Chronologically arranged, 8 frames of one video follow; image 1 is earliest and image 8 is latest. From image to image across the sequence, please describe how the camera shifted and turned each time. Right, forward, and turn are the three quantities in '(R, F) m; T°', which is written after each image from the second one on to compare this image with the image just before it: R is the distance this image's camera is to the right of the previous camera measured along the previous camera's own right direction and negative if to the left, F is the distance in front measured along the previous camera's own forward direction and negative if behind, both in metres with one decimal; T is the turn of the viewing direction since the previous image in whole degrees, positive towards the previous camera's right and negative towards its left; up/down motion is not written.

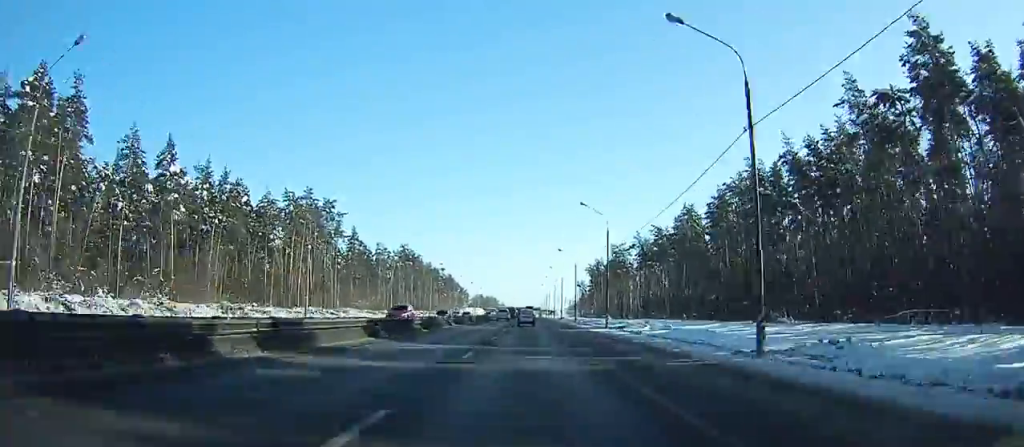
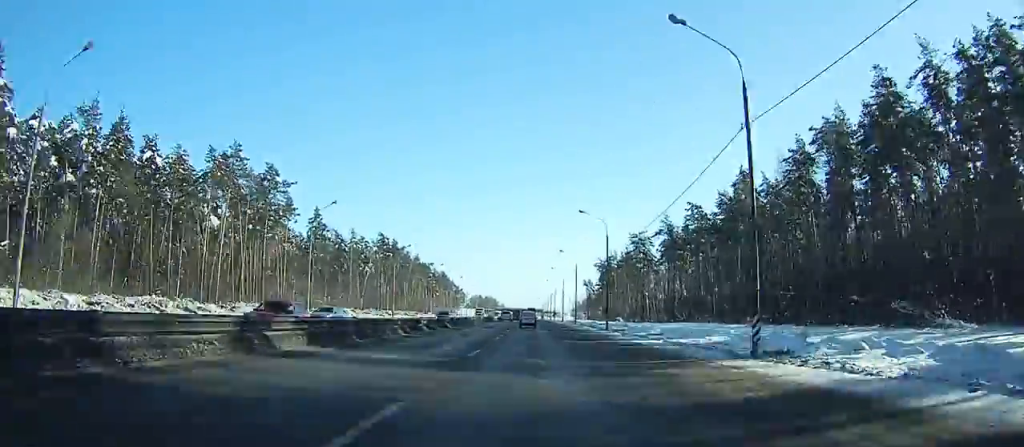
(+0.1, +34.2) m; 0°
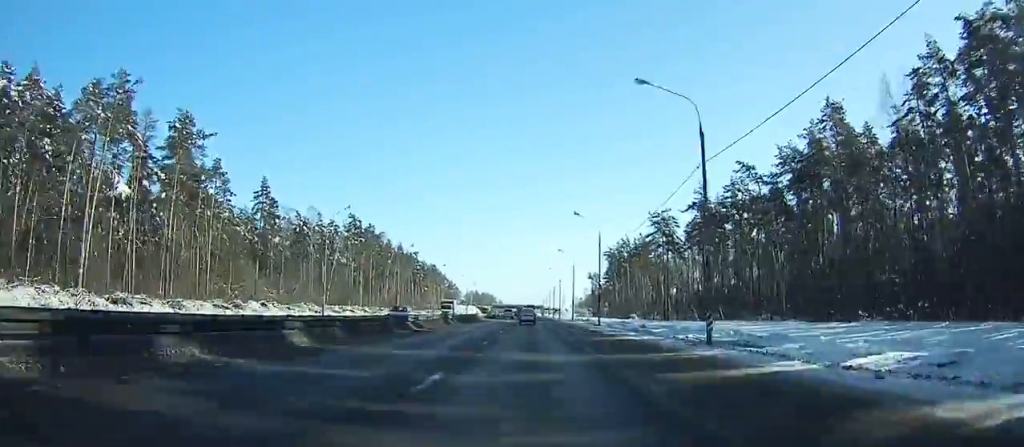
(0.0, +30.5) m; 0°
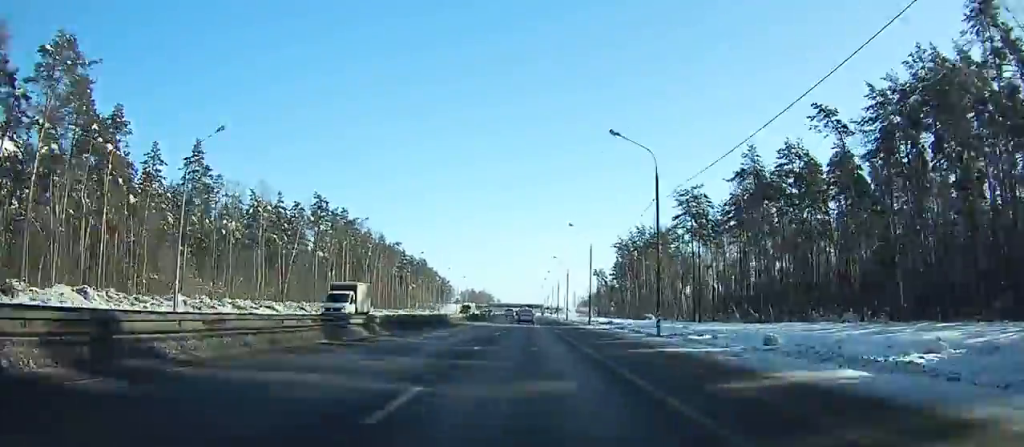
(-0.1, +26.5) m; 0°
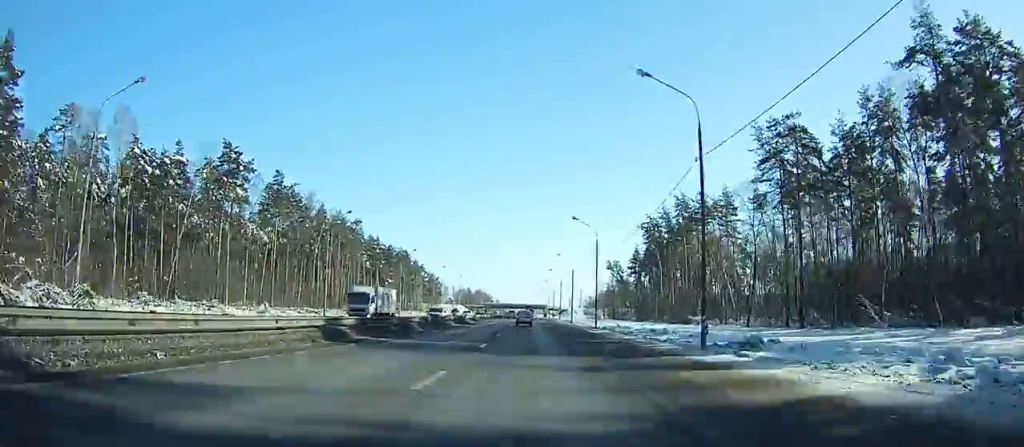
(+0.1, +42.9) m; 0°
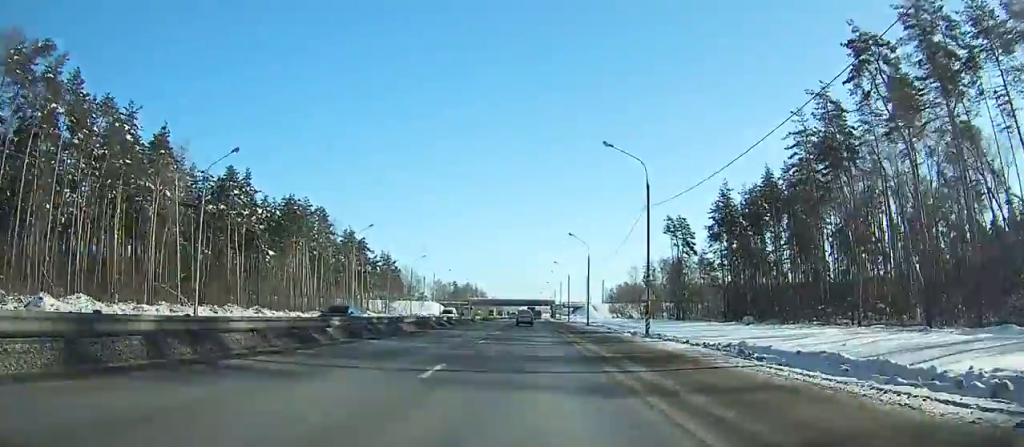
(+0.1, +94.1) m; 0°
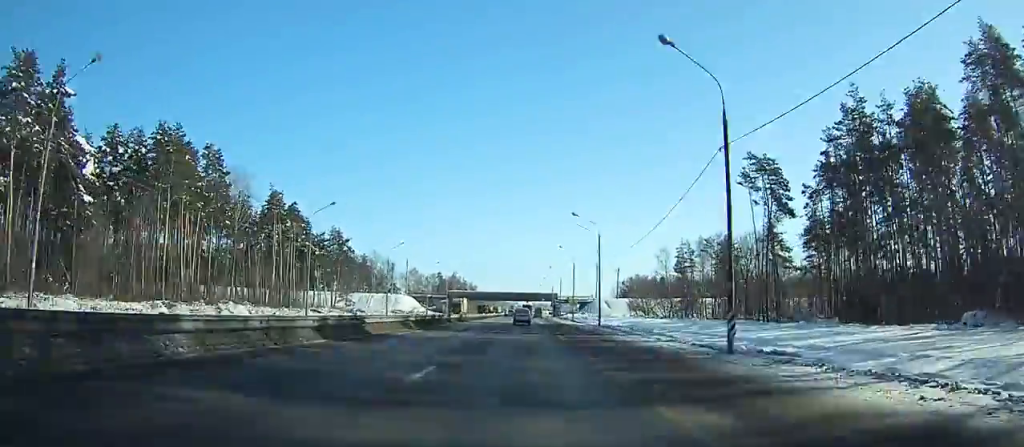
(-0.1, +48.9) m; 0°
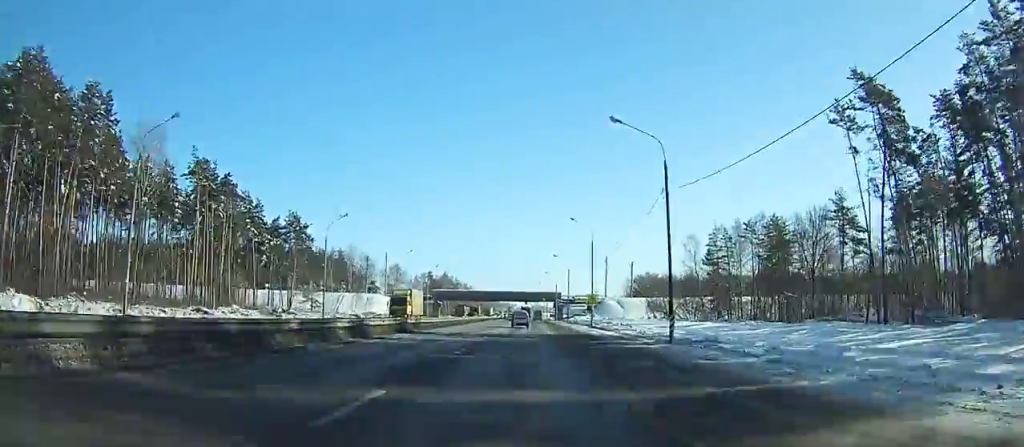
(0.0, +28.3) m; 0°
